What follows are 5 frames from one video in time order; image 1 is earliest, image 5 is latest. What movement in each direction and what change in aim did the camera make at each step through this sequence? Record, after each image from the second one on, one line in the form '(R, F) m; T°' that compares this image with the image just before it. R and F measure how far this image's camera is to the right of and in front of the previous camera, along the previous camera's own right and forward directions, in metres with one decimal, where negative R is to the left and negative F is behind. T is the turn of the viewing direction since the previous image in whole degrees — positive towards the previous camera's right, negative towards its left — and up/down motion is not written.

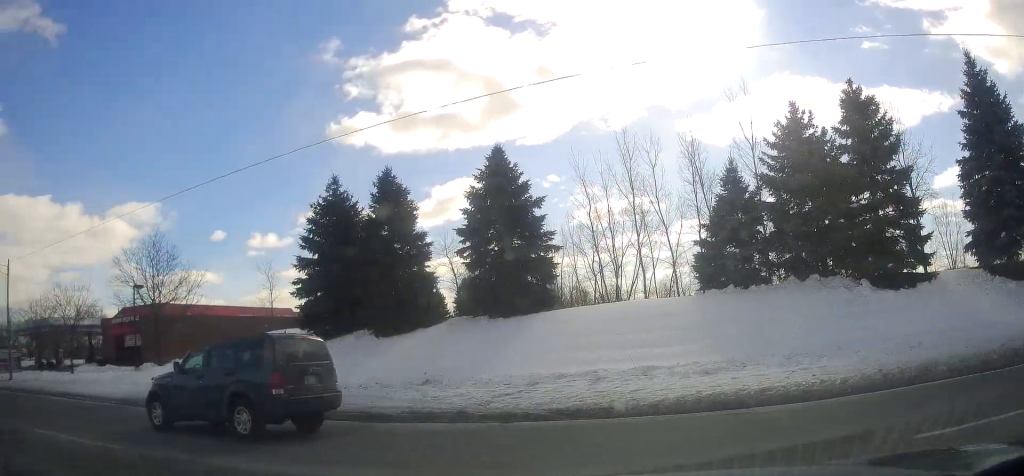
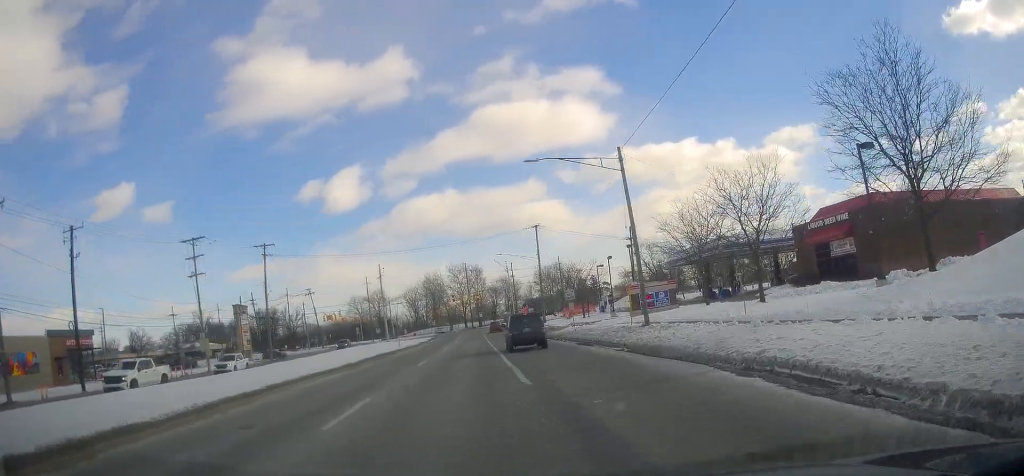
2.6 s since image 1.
(-11.8, +18.8) m; -39°
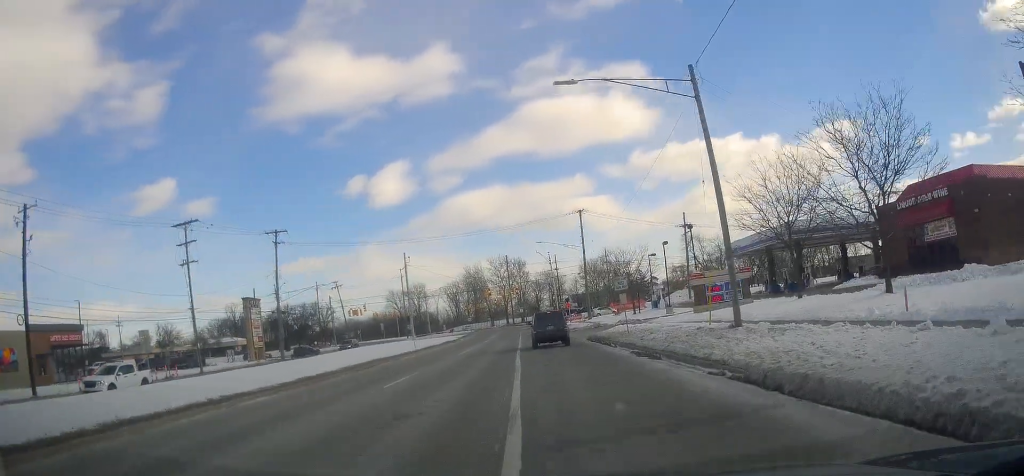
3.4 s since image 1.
(+0.2, +9.9) m; 0°
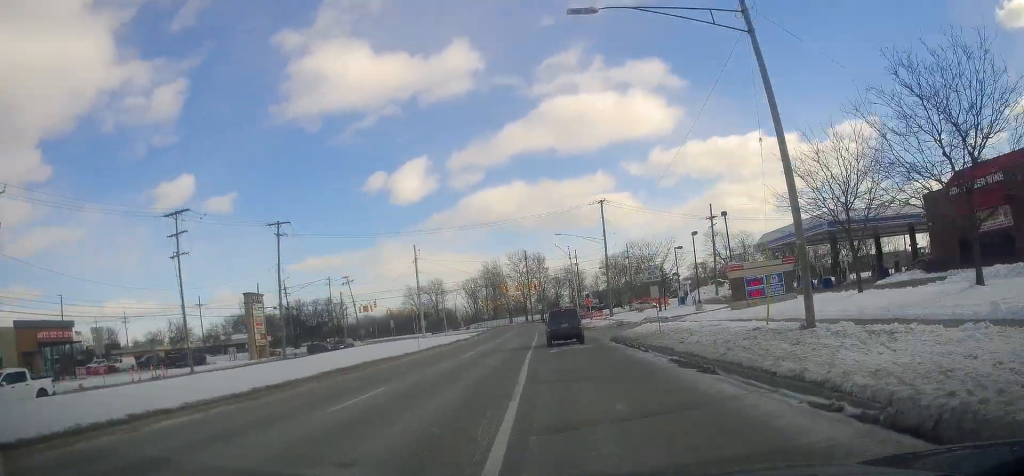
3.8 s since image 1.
(+0.1, +4.8) m; -1°
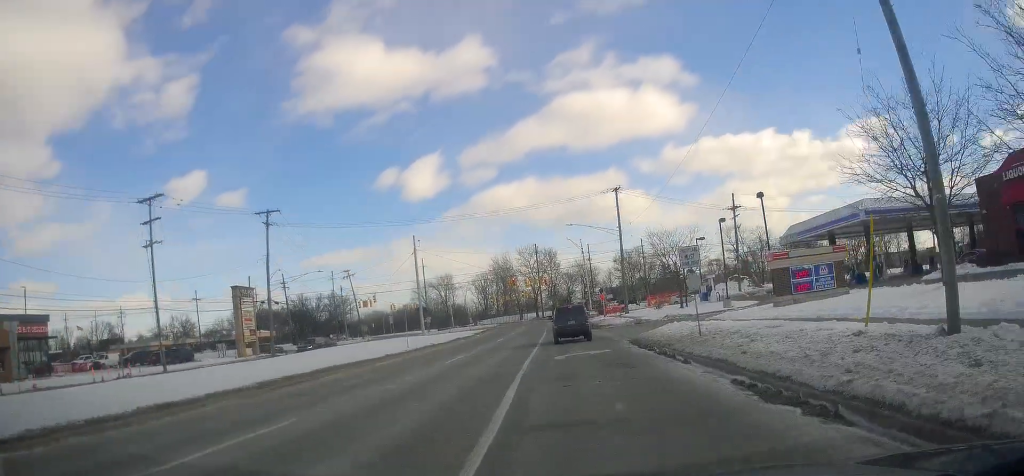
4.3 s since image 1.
(0.0, +5.7) m; -1°
